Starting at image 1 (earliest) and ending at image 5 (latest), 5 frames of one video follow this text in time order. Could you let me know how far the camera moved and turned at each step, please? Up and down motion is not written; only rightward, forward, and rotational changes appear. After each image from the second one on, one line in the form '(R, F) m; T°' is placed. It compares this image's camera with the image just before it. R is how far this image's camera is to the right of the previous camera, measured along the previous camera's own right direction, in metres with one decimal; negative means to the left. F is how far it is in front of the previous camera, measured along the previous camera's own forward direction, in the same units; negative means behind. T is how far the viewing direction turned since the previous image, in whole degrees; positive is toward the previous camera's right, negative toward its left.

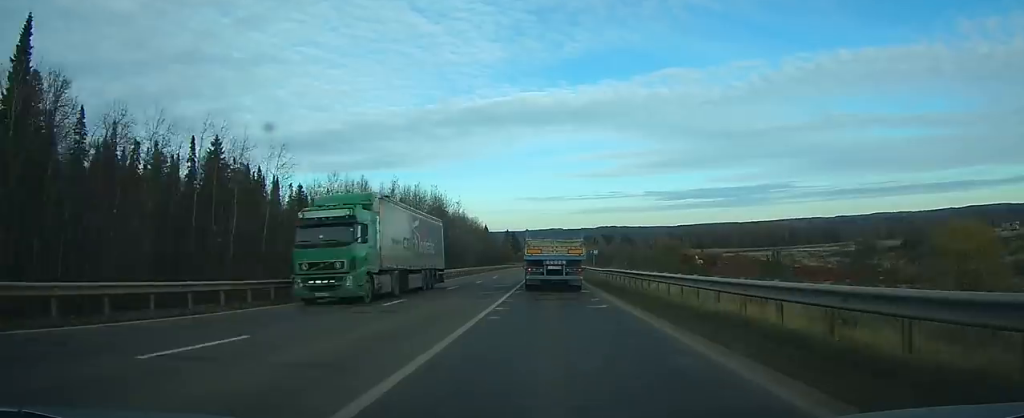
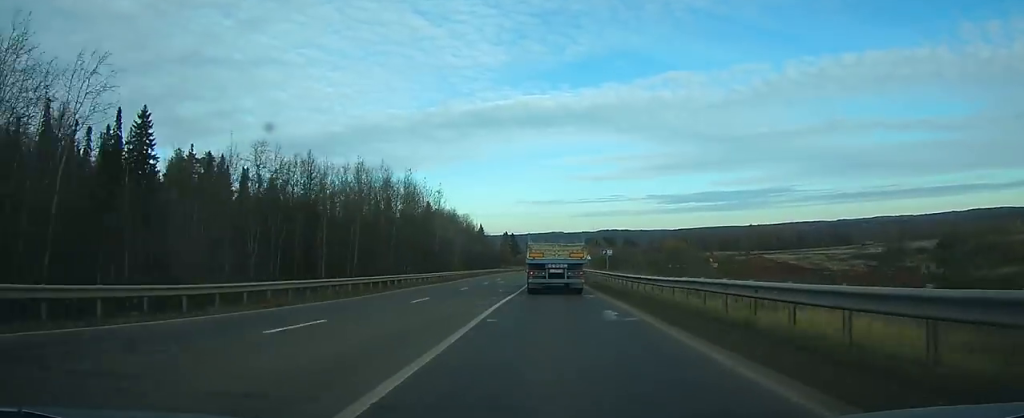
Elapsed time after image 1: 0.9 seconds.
(0.0, +20.6) m; 0°
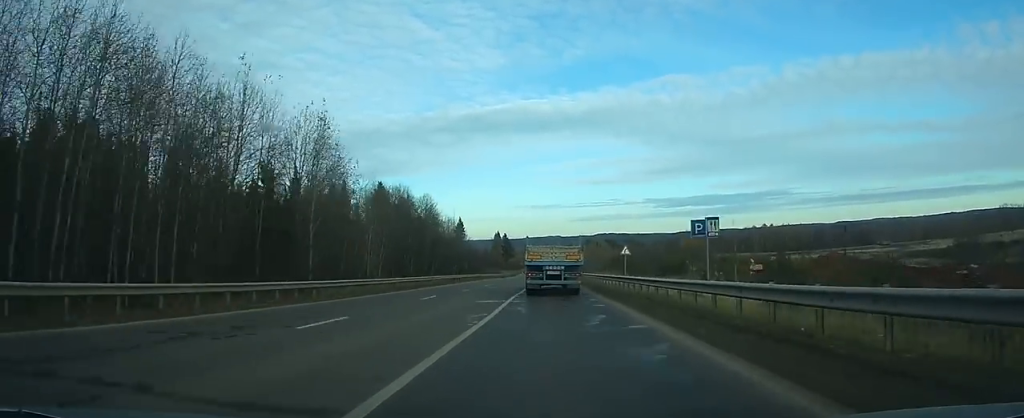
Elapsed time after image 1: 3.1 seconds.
(+0.2, +47.6) m; 0°
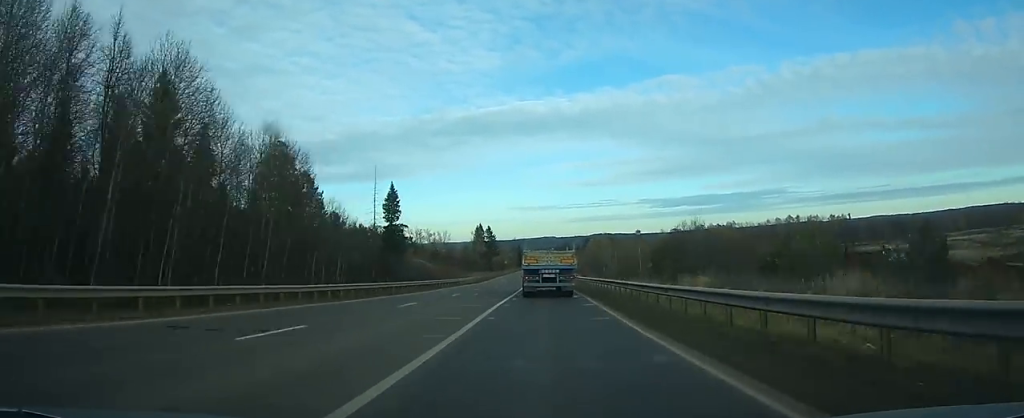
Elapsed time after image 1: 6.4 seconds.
(-0.1, +75.4) m; 0°
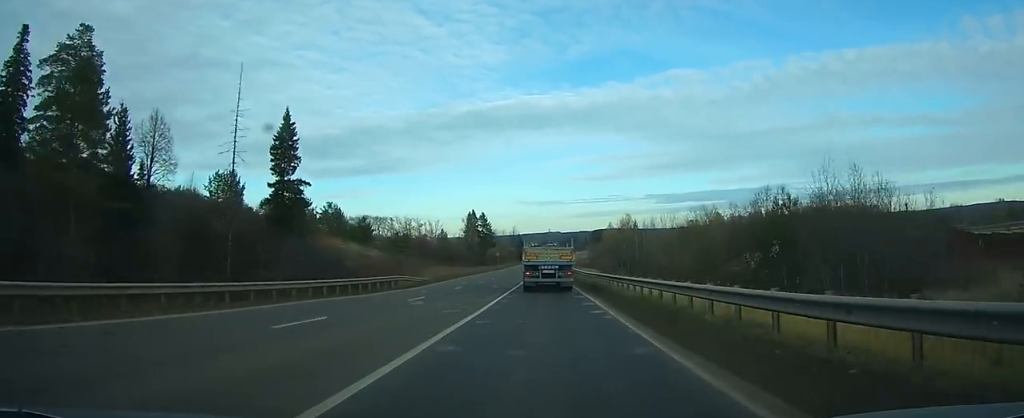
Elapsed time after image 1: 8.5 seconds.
(-0.1, +47.2) m; 0°
